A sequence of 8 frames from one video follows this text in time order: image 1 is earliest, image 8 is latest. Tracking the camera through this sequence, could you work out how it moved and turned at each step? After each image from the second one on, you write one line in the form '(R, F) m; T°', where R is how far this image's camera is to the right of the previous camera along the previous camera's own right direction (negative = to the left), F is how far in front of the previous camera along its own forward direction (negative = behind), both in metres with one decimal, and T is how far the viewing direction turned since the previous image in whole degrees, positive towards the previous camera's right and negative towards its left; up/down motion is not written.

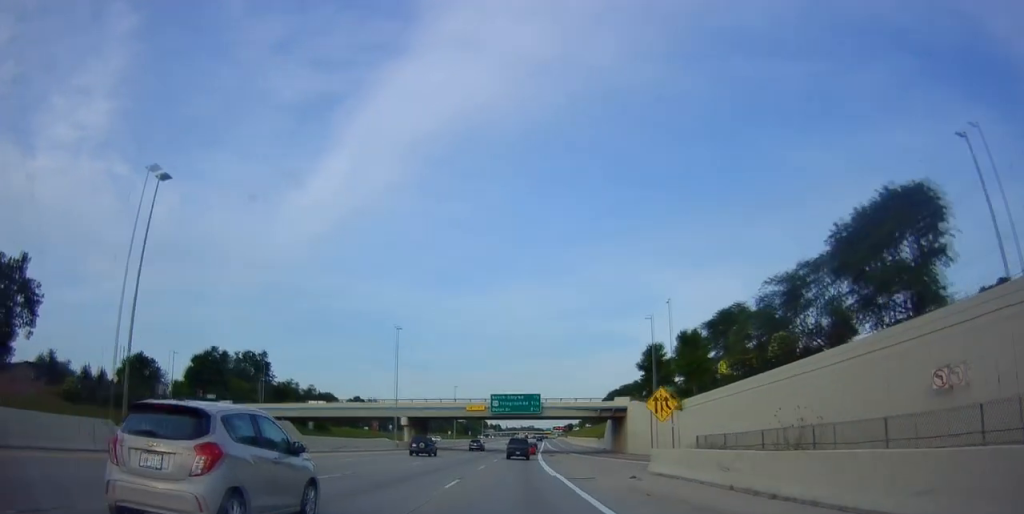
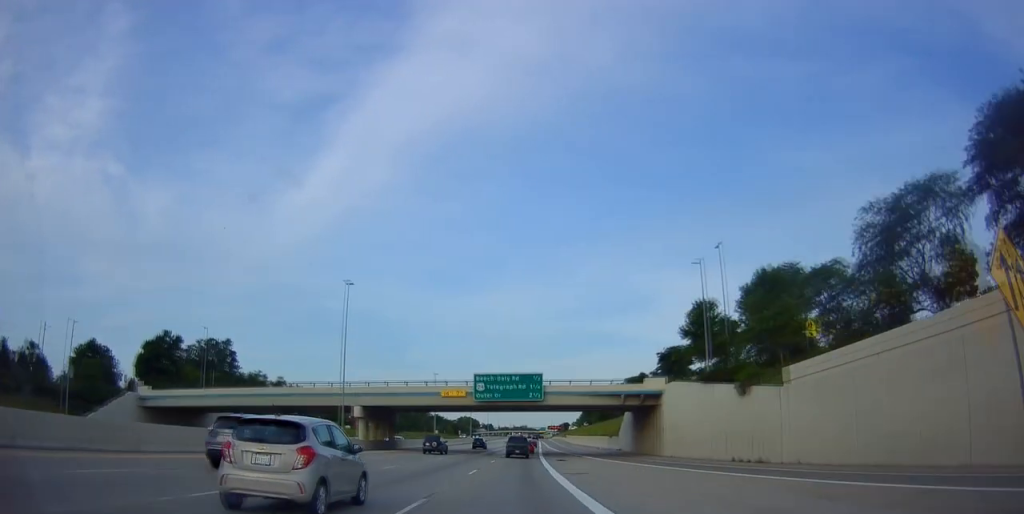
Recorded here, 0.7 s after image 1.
(+0.1, +22.2) m; +1°
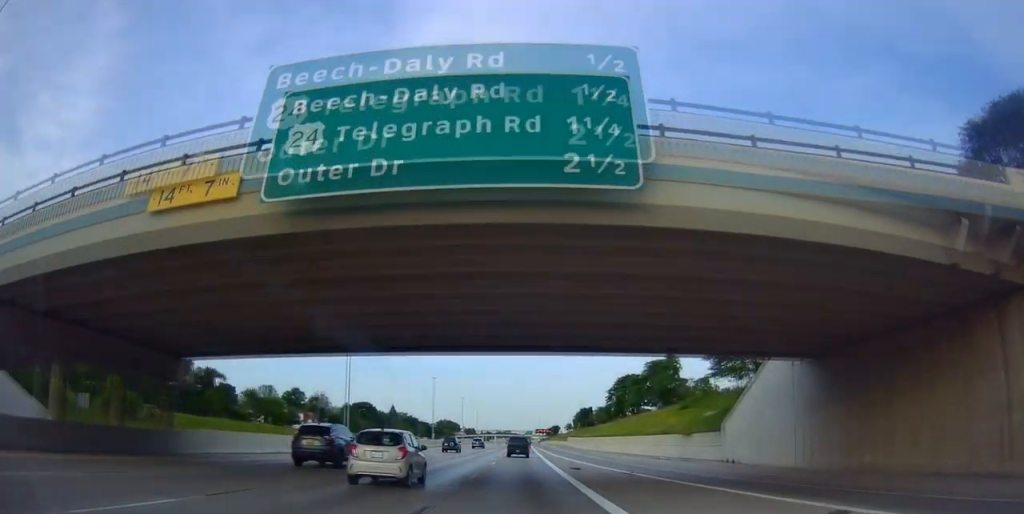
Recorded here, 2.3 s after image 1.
(+0.9, +49.5) m; +1°
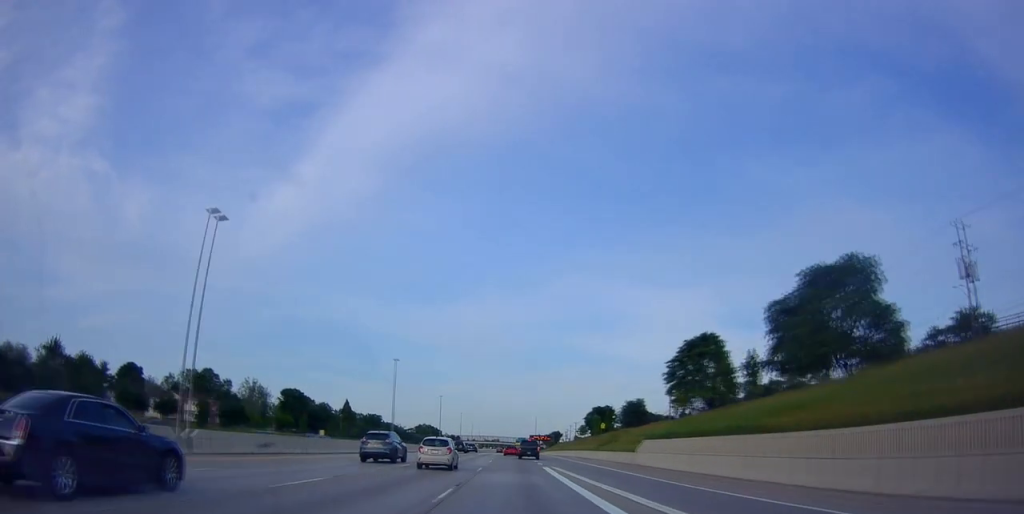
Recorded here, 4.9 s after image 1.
(+0.2, +84.4) m; +1°
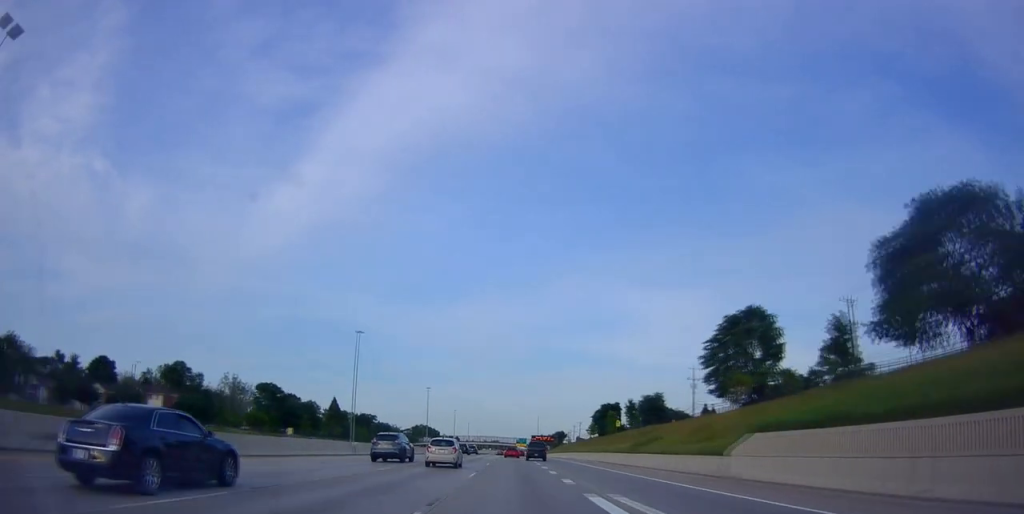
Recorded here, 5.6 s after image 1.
(+0.3, +21.3) m; +1°
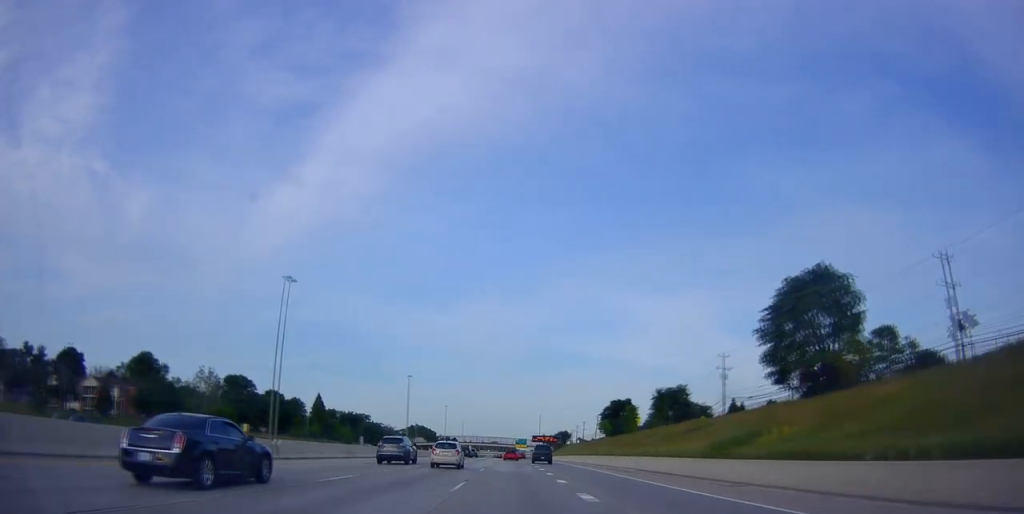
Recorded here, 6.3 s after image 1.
(0.0, +21.3) m; 0°
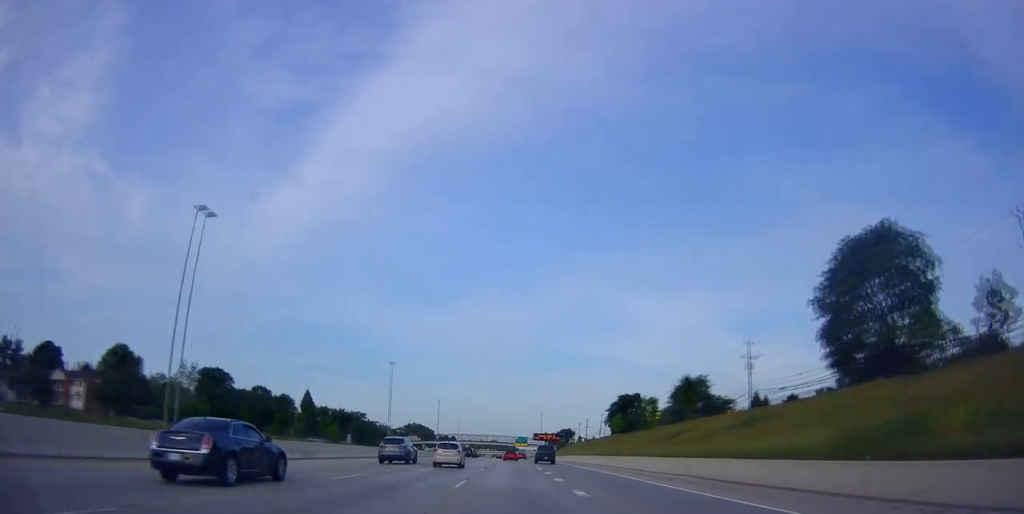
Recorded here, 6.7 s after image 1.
(0.0, +13.8) m; 0°
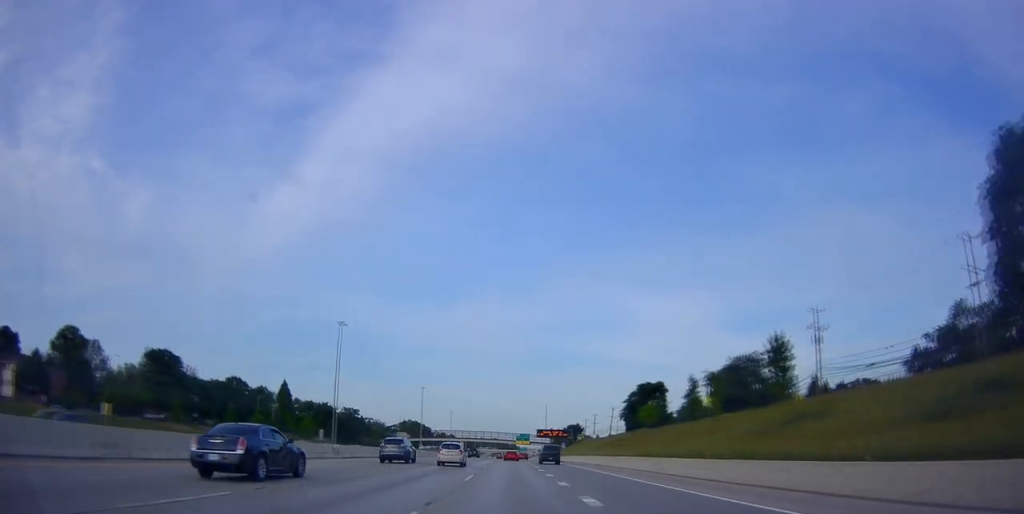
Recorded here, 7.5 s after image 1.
(0.0, +25.5) m; 0°
